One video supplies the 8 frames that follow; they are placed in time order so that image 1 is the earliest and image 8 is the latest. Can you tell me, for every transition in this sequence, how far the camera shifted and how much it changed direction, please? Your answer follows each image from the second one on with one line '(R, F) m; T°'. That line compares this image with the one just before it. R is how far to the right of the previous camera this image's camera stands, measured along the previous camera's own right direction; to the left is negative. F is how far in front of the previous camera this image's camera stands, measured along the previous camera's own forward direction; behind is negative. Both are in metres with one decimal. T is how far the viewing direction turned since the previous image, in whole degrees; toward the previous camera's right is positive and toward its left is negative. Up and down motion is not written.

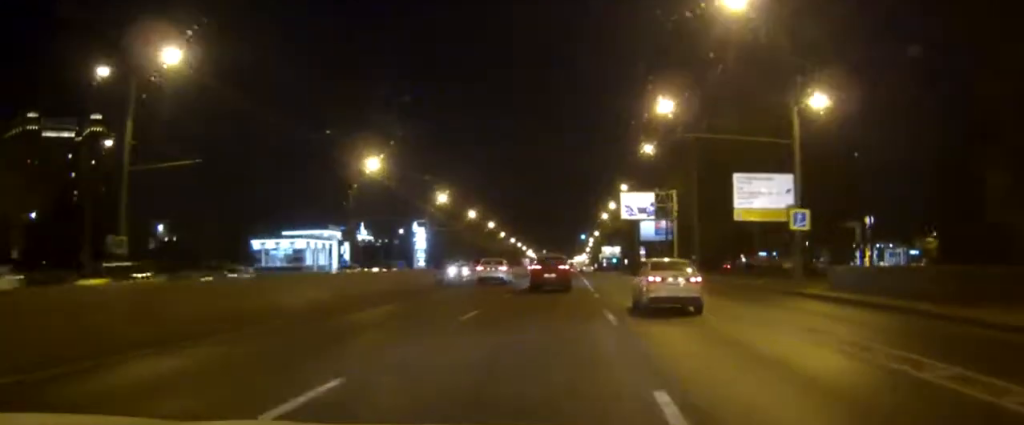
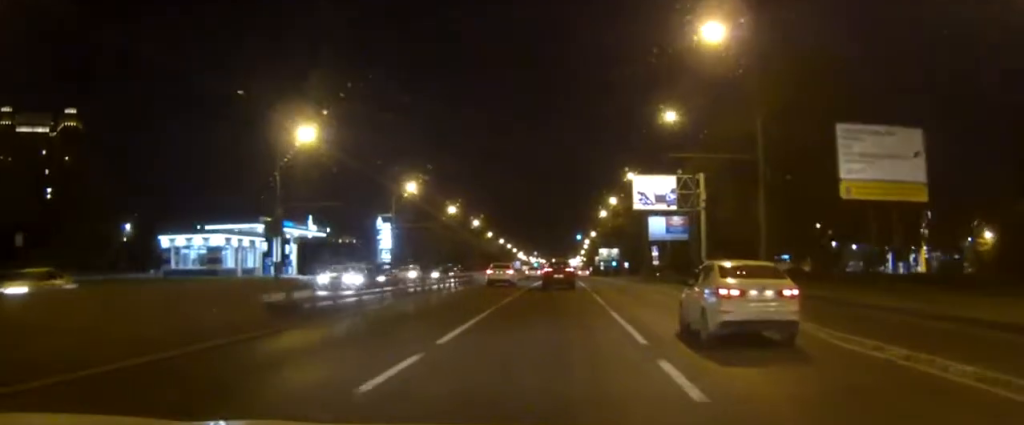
(+0.1, +21.3) m; +1°
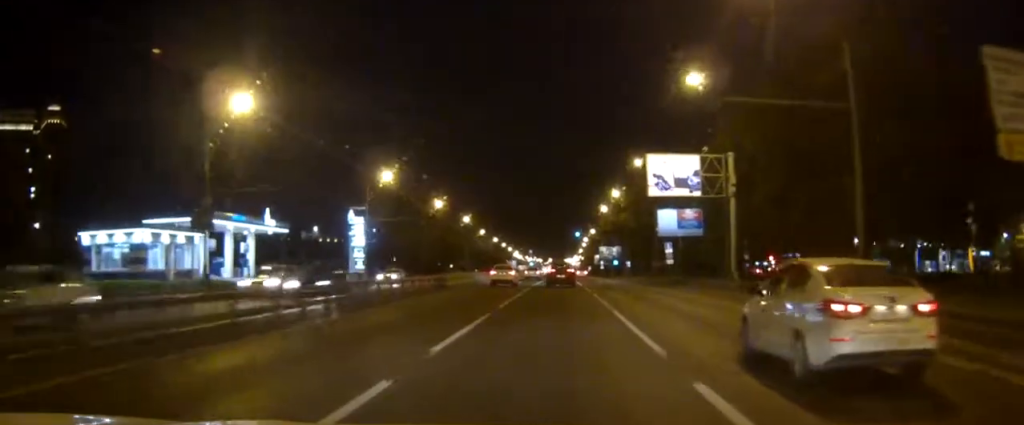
(+0.1, +13.3) m; 0°
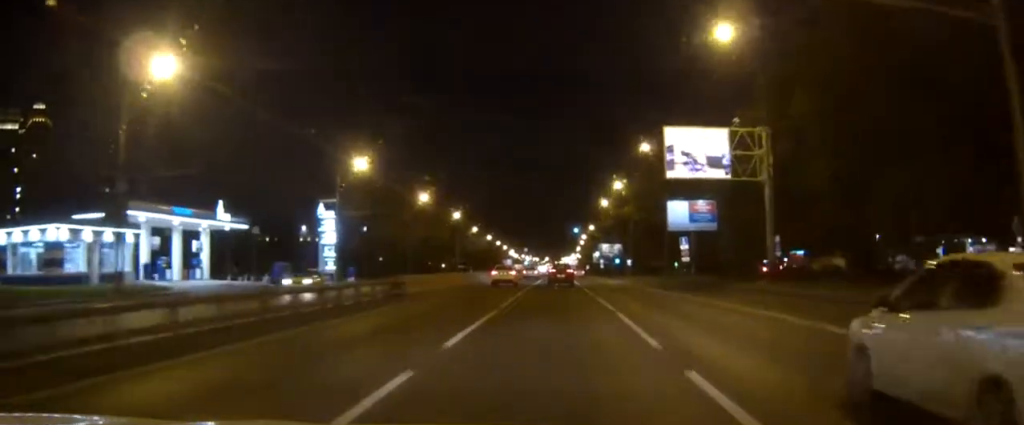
(0.0, +11.0) m; 0°
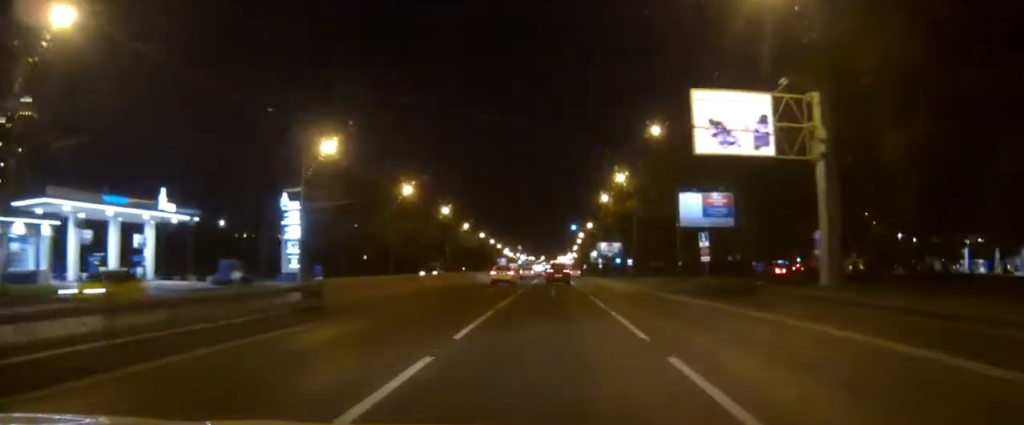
(0.0, +10.4) m; 0°
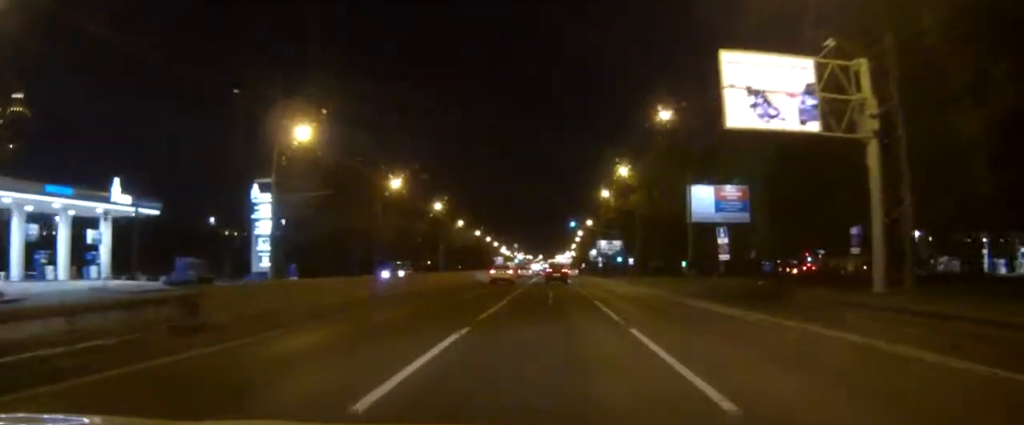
(0.0, +6.9) m; 0°
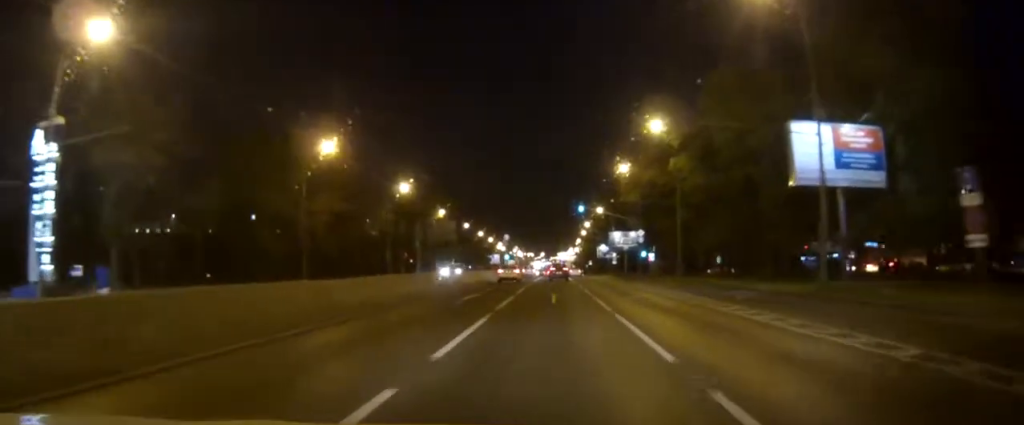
(+0.1, +31.5) m; 0°
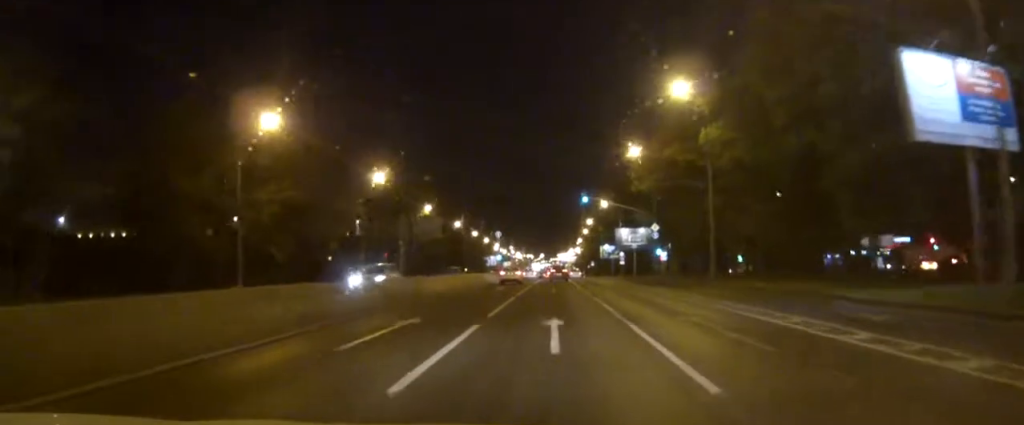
(0.0, +14.8) m; 0°
